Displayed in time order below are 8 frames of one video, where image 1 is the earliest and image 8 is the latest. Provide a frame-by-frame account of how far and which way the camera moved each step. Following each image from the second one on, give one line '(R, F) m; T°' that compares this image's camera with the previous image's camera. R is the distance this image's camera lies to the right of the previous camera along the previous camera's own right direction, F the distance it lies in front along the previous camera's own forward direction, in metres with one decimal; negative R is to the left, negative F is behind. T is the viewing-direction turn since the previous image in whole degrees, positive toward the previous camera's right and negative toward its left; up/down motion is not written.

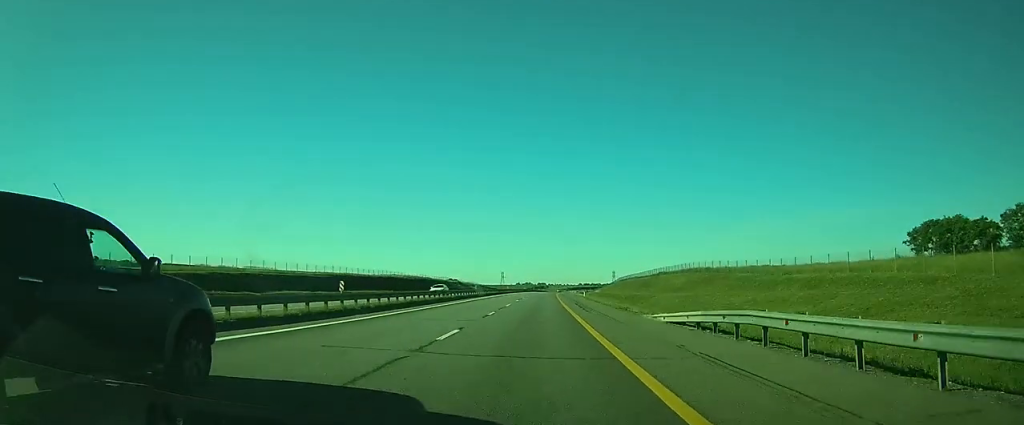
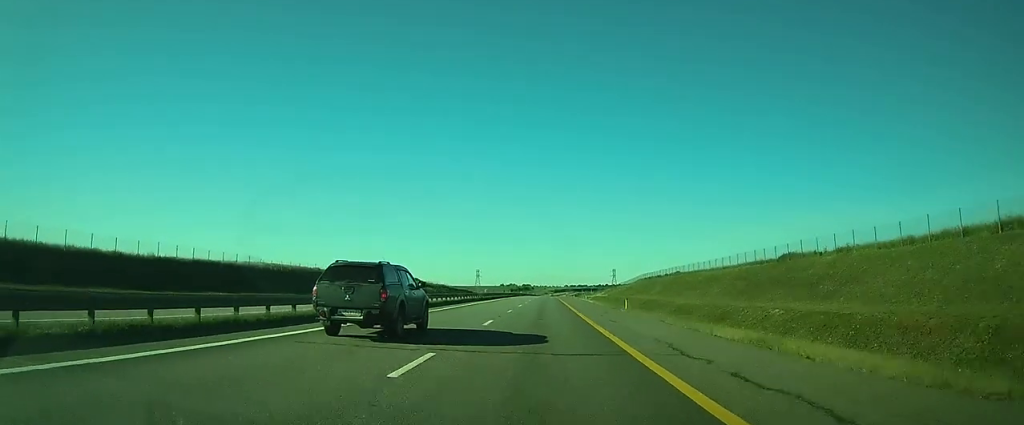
(+0.4, +90.1) m; +1°
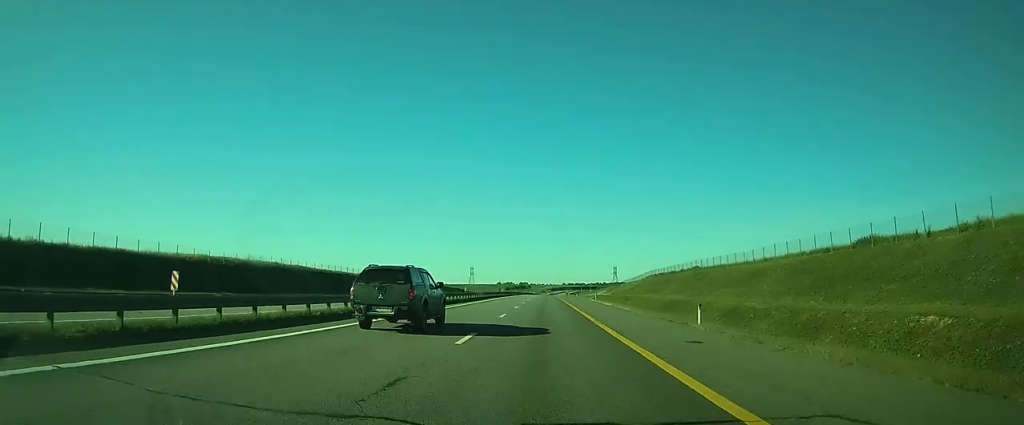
(+0.1, +19.3) m; 0°
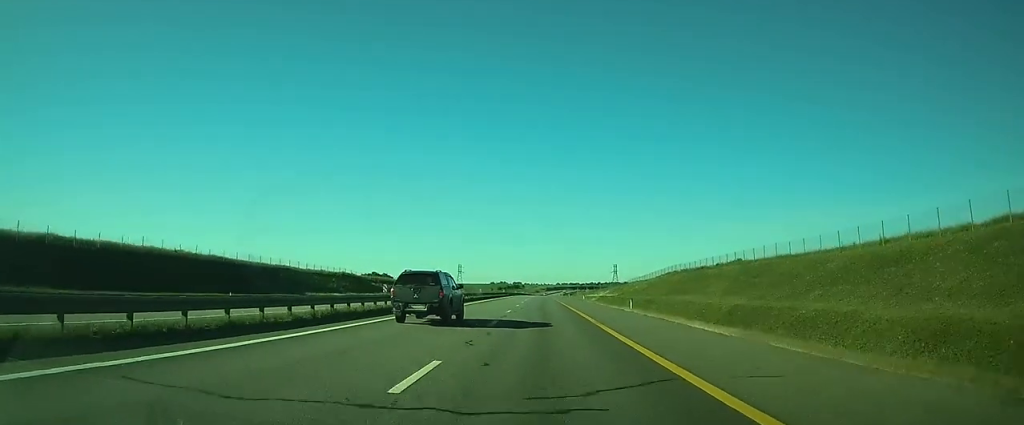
(0.0, +30.0) m; 0°
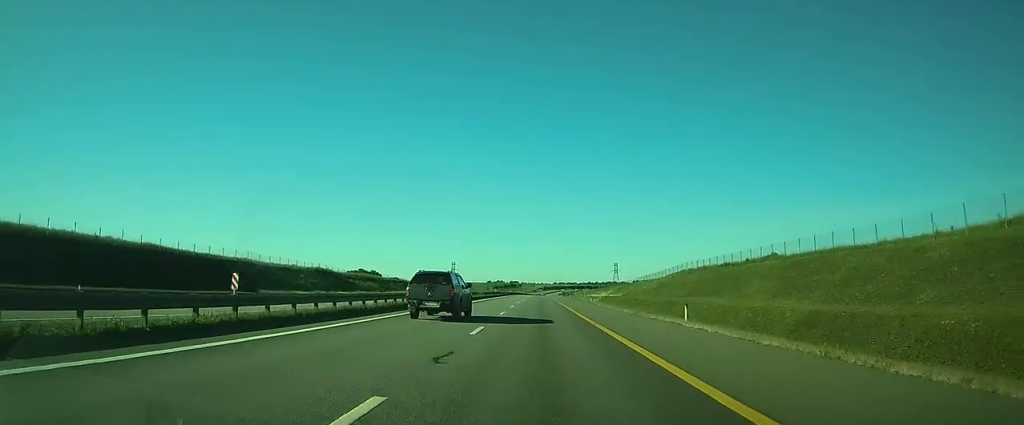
(+0.1, +15.5) m; 0°
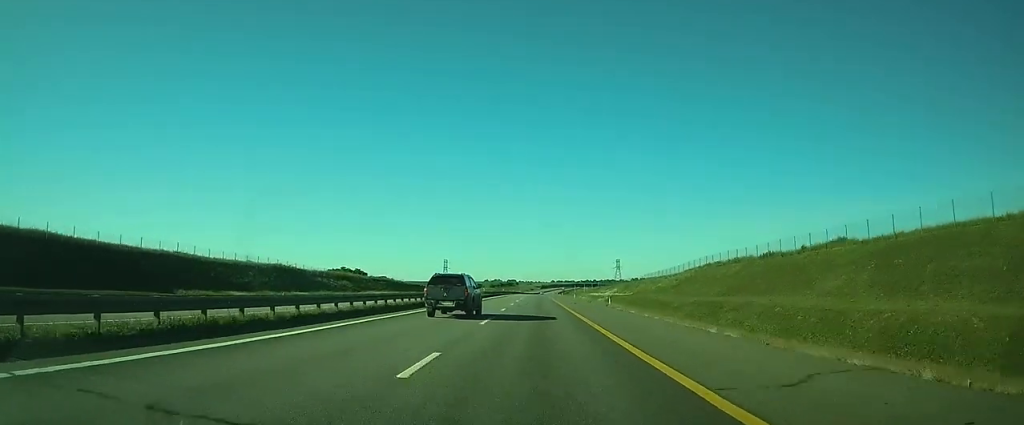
(+0.1, +19.4) m; 0°
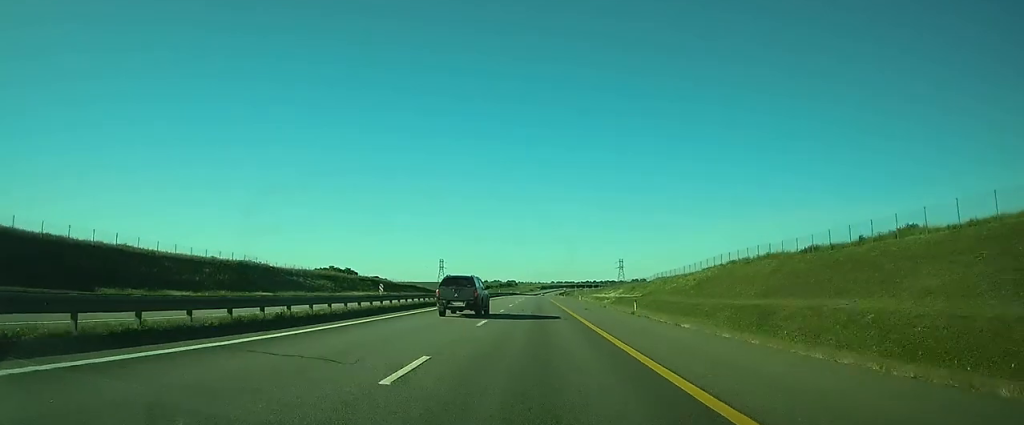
(0.0, +12.6) m; 0°
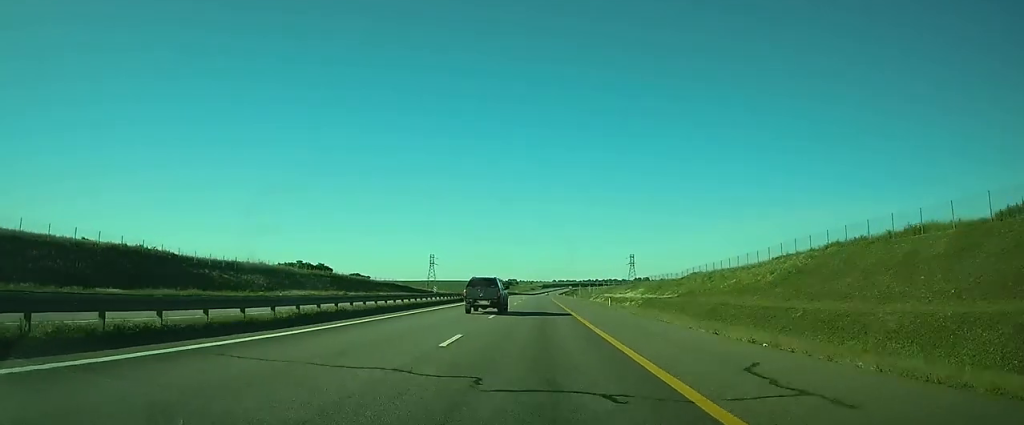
(+0.2, +31.2) m; 0°
